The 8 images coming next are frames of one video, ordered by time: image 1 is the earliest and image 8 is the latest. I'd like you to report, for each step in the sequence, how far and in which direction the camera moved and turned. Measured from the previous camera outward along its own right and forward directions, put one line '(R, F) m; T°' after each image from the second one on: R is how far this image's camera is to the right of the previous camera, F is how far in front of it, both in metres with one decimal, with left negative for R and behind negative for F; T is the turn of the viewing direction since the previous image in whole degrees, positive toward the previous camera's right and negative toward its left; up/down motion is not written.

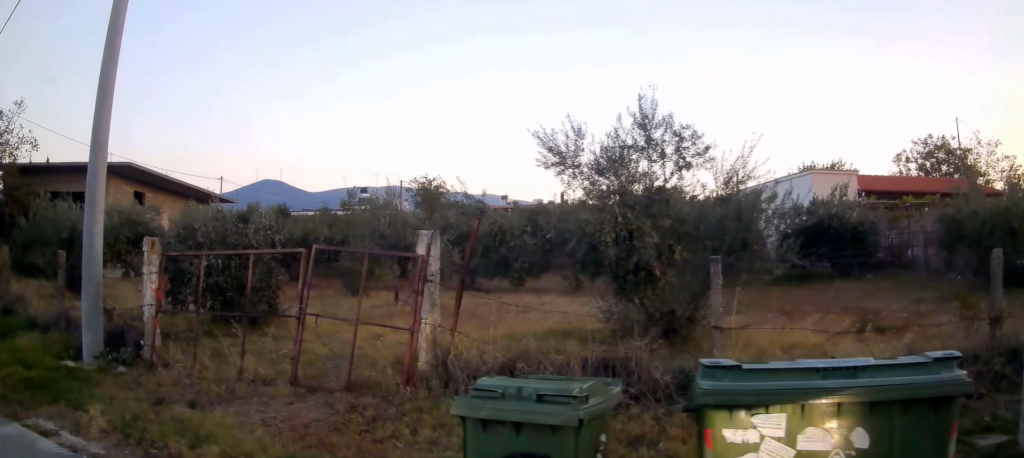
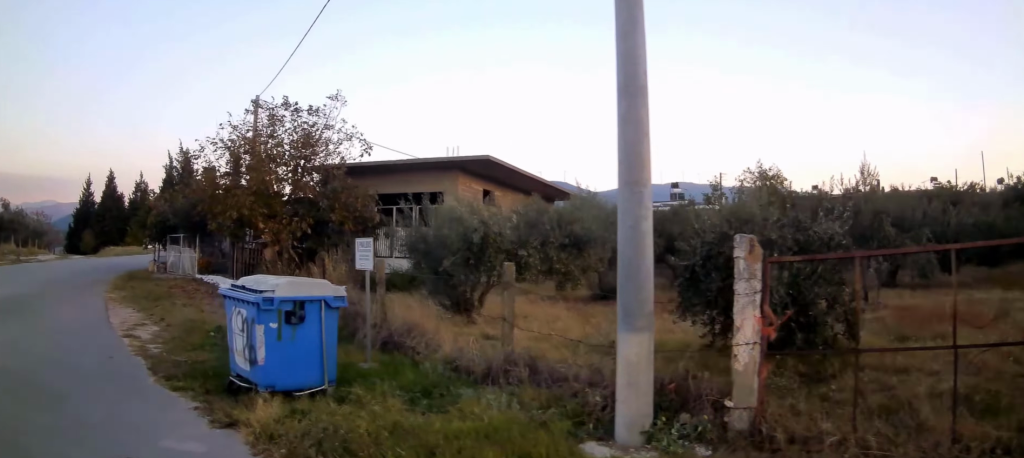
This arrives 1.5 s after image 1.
(-1.0, +3.1) m; -33°
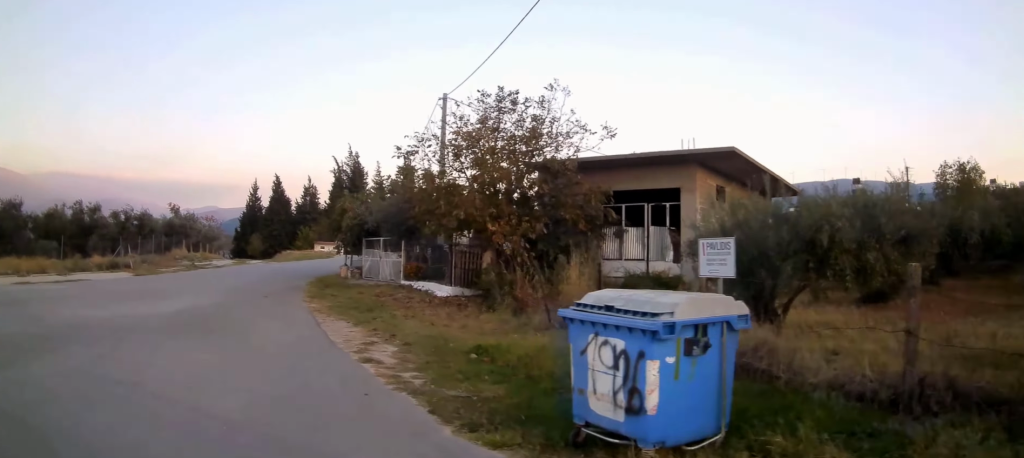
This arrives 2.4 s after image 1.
(-0.3, +2.1) m; -17°
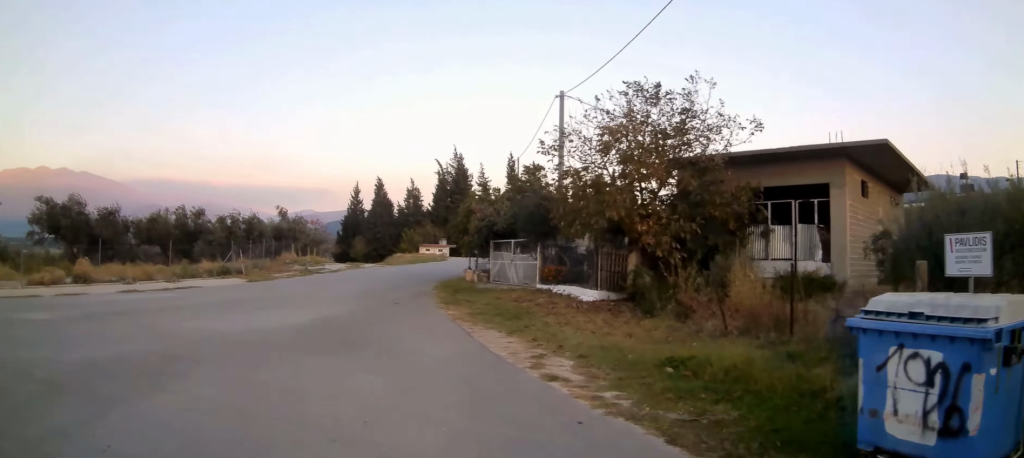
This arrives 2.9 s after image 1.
(-0.1, +1.3) m; -8°
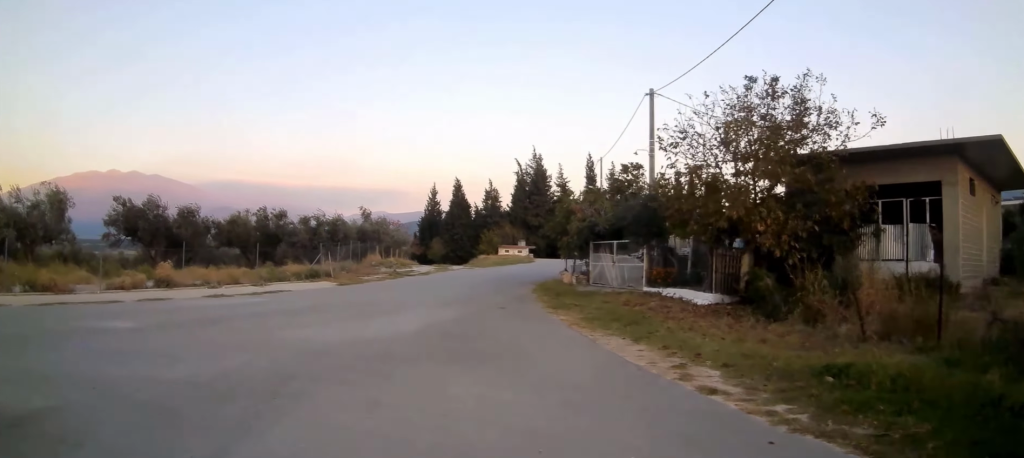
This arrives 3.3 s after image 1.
(-0.1, +1.0) m; -4°
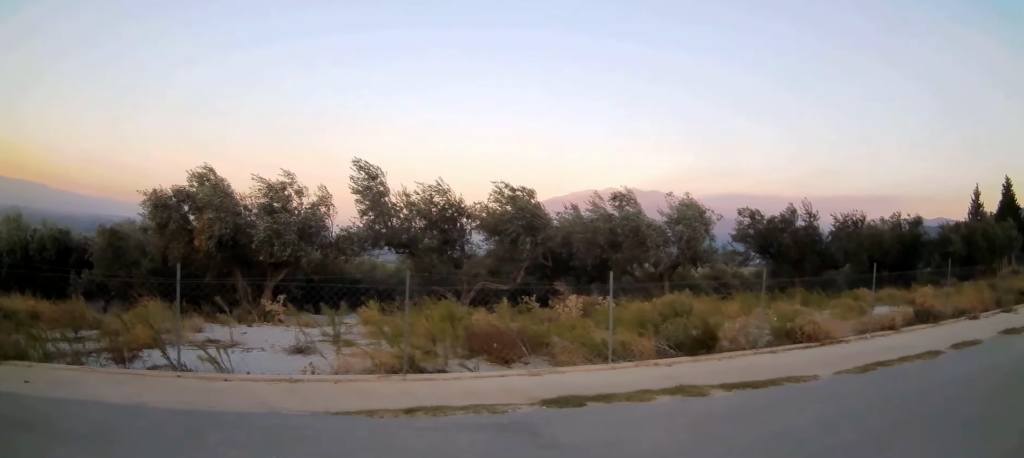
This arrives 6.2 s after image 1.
(-2.1, +6.8) m; -45°
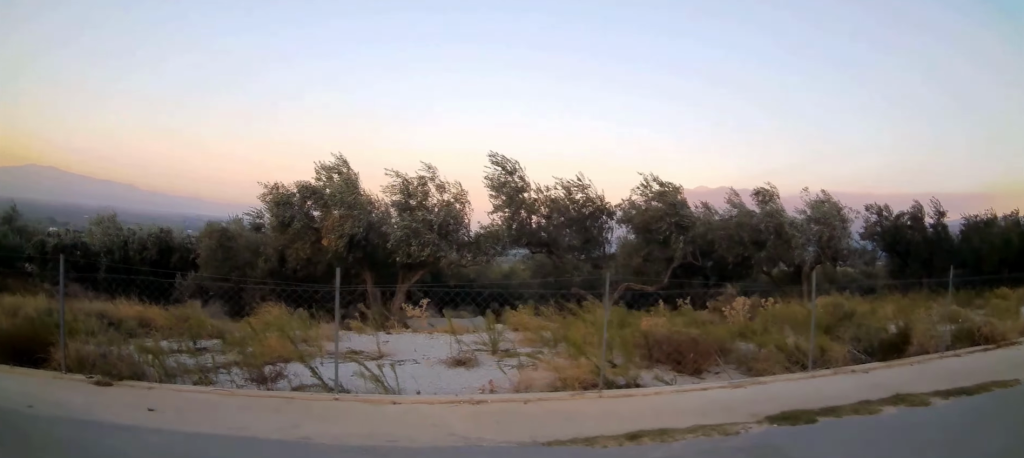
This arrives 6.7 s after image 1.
(-0.1, +1.3) m; -11°
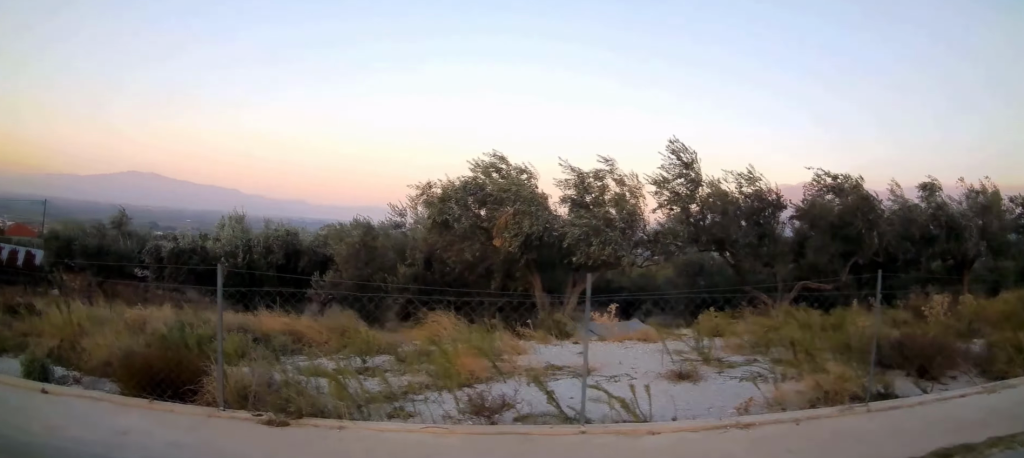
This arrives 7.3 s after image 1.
(-0.2, +1.4) m; -12°
